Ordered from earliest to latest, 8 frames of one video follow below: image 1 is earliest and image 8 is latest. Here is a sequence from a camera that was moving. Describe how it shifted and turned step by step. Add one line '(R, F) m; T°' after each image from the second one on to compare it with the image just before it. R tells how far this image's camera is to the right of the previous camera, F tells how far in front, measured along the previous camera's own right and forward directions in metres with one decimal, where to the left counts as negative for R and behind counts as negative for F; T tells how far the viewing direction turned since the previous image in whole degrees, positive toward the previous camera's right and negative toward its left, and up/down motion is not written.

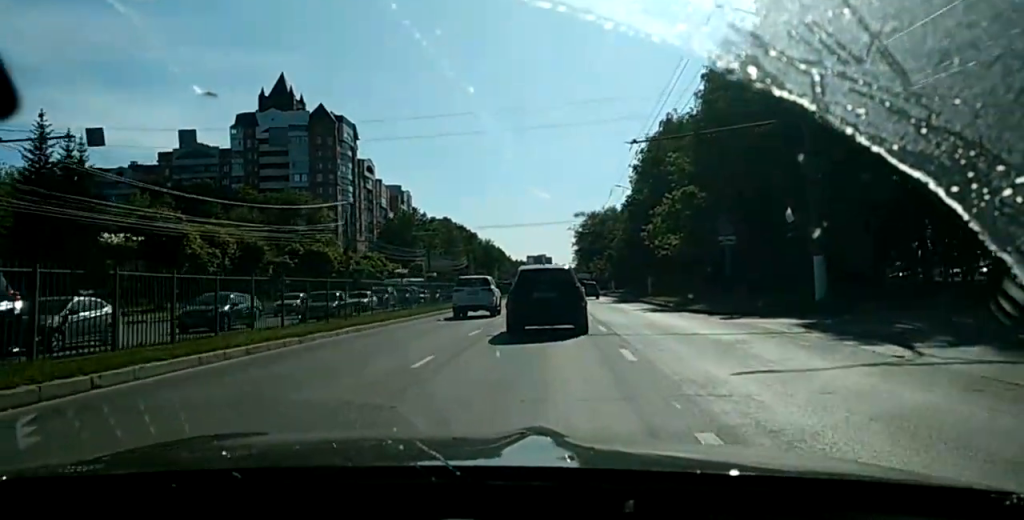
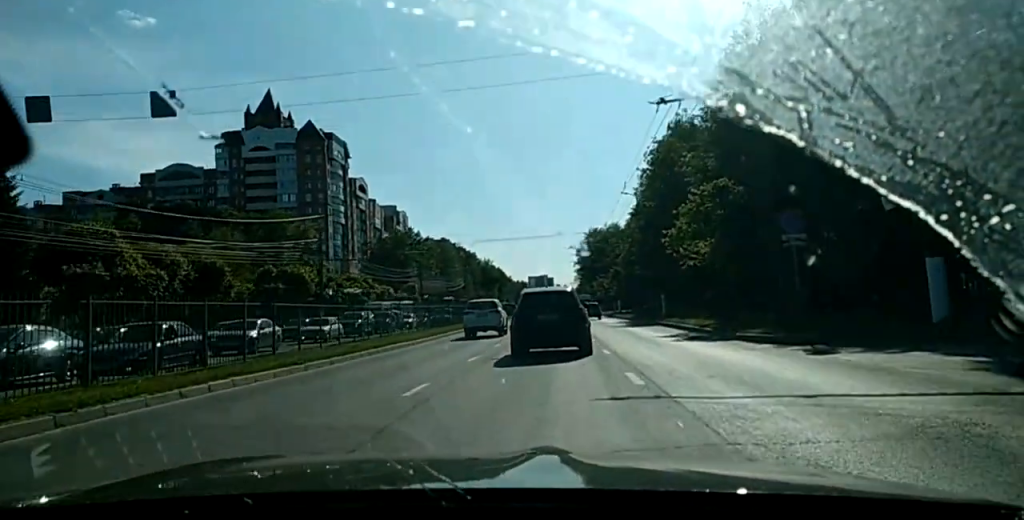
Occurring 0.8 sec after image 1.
(-0.1, +8.2) m; 0°
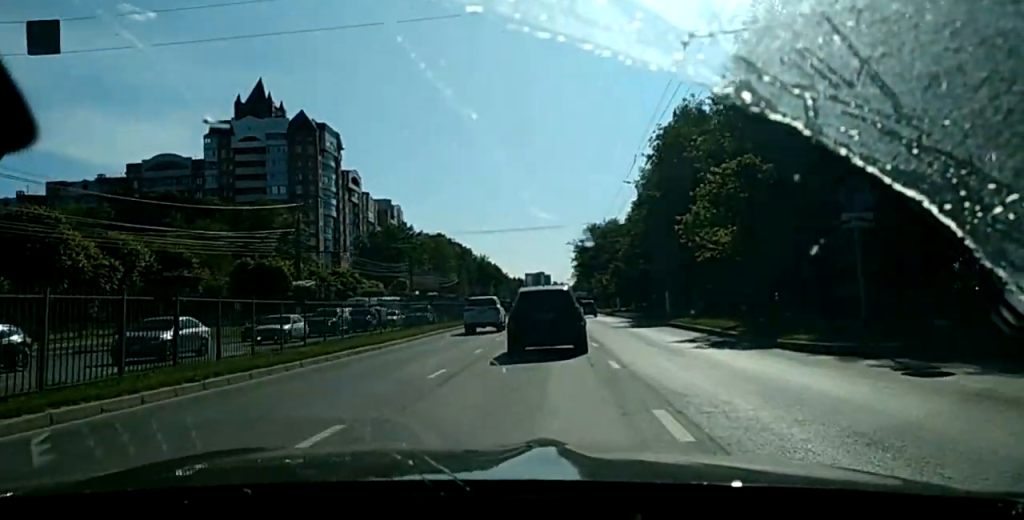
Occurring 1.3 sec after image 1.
(-0.2, +5.2) m; +1°
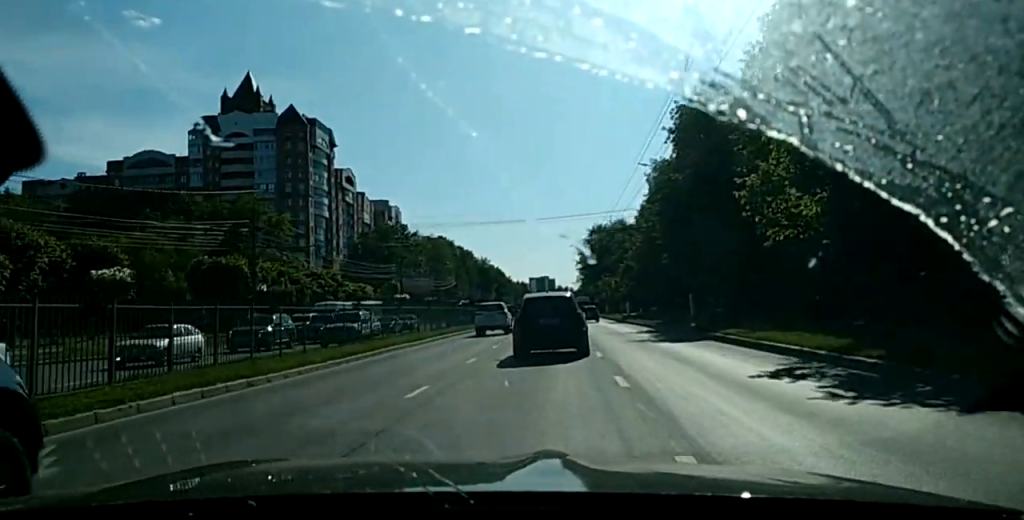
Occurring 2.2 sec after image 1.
(+0.5, +11.3) m; 0°
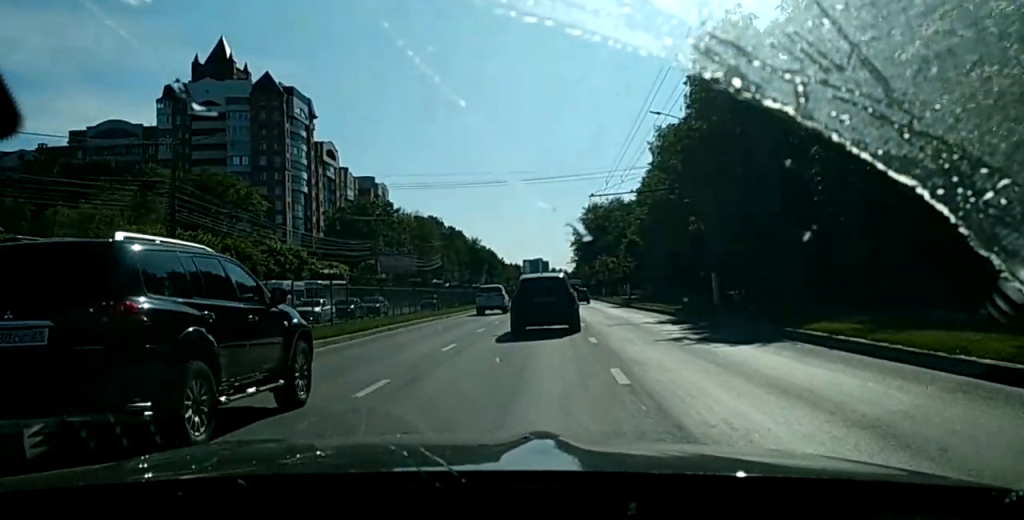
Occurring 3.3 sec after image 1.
(-0.5, +12.6) m; -1°
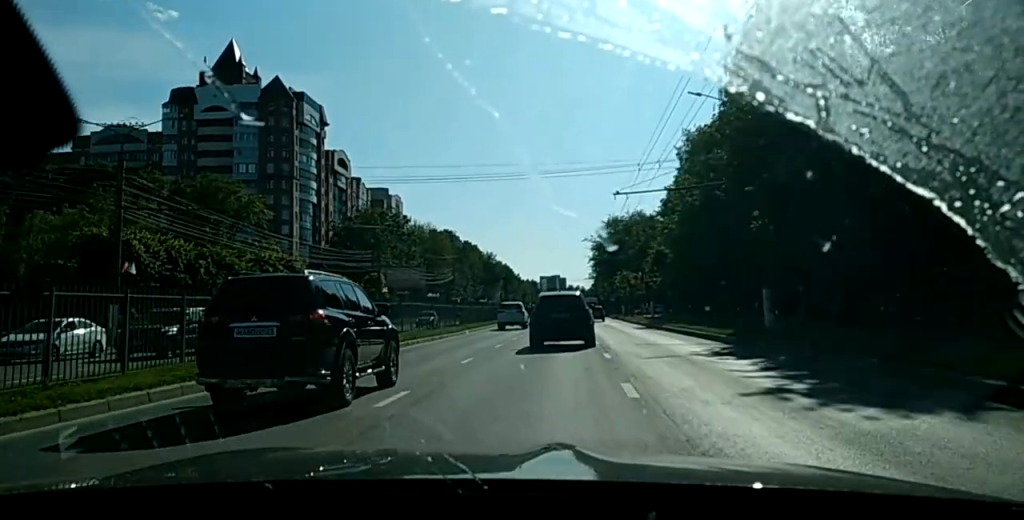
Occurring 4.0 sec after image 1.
(+0.3, +9.0) m; +1°
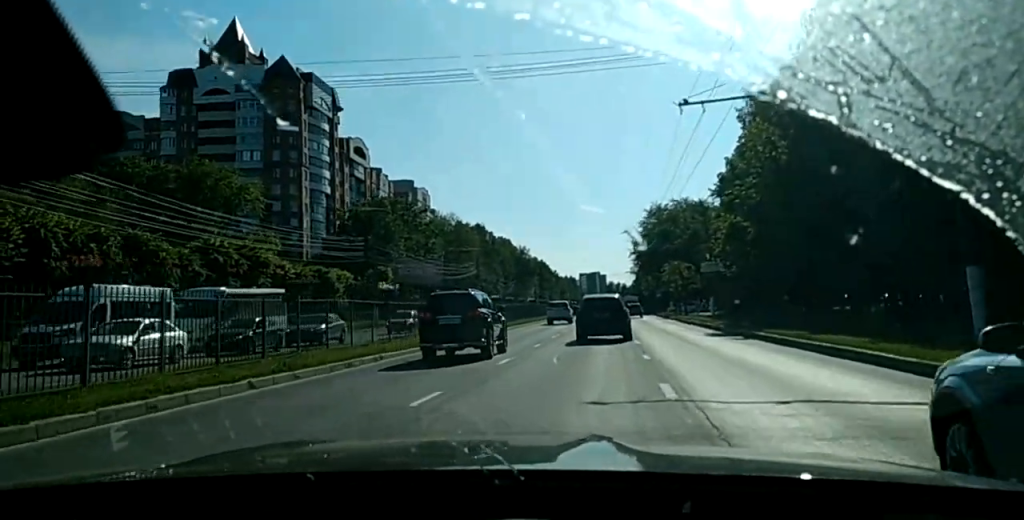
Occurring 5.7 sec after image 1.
(+0.4, +17.5) m; +3°
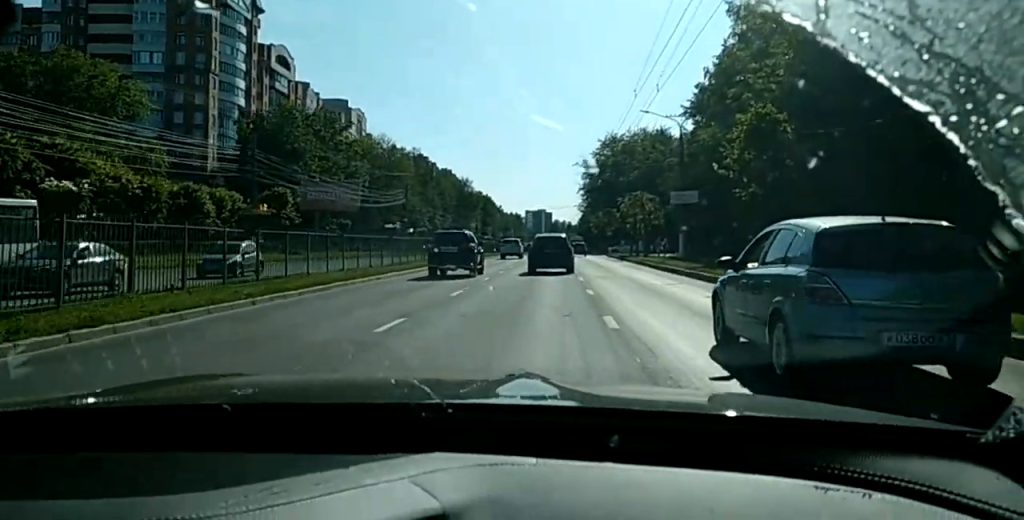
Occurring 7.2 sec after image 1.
(0.0, +13.2) m; -2°
